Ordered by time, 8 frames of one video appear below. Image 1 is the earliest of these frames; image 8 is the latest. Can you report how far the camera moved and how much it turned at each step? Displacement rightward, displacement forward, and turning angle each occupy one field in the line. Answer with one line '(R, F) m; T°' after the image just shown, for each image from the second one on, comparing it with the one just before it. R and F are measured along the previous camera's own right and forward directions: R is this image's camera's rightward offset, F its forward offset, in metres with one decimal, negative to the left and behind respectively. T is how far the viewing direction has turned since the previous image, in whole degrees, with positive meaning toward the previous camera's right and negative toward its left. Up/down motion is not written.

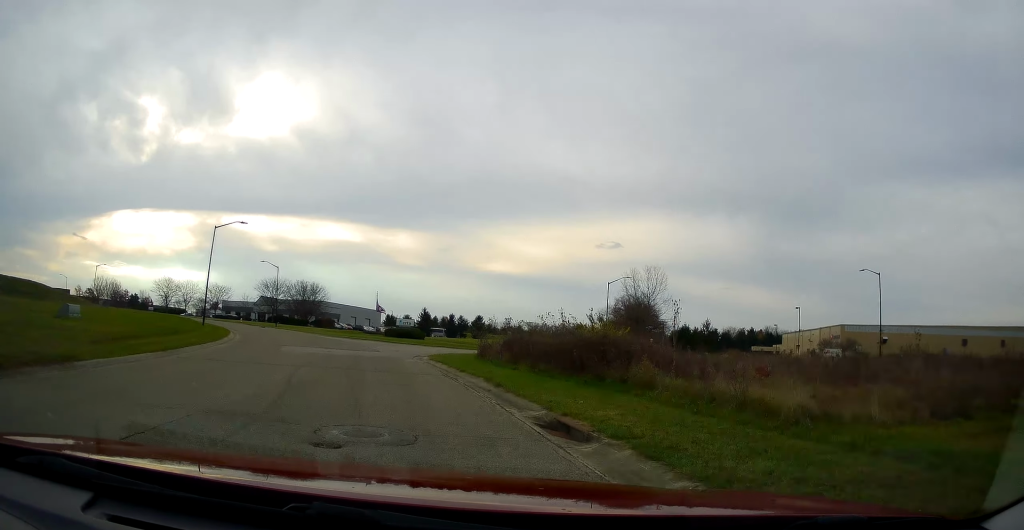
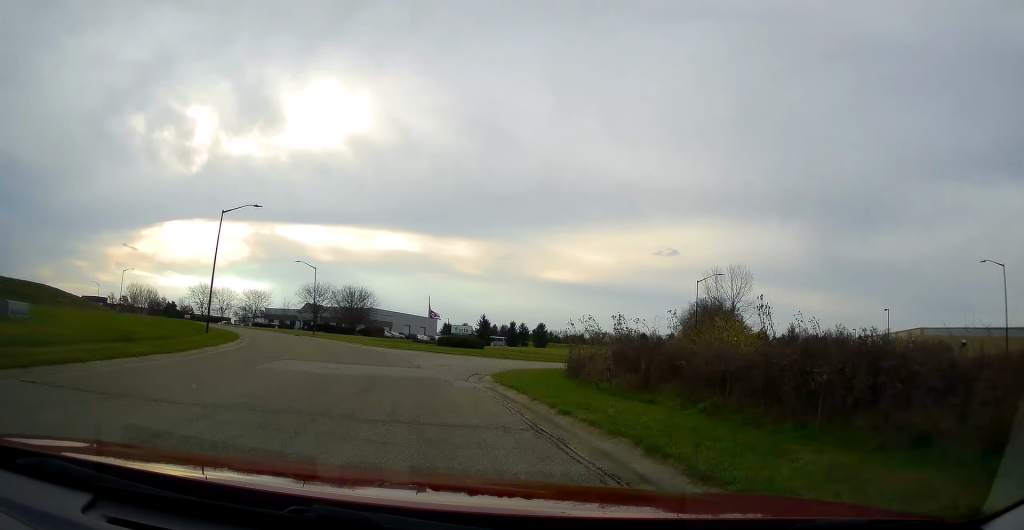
(-0.9, +10.2) m; -6°
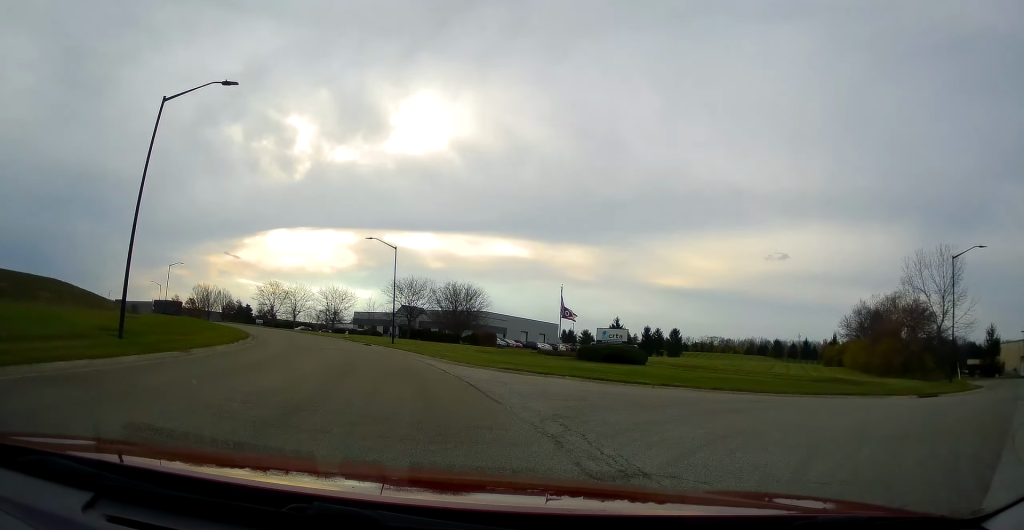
(-2.2, +22.8) m; -10°
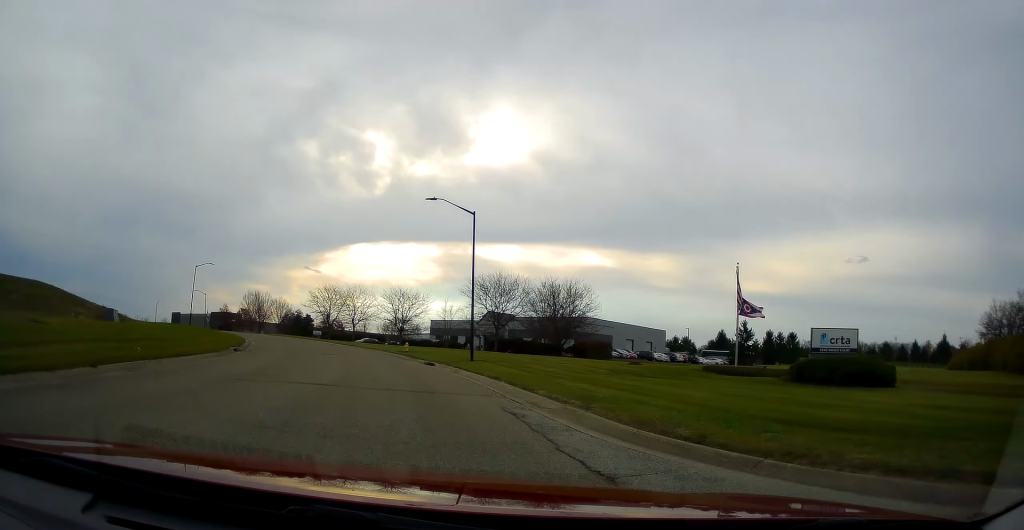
(-1.2, +19.7) m; -9°
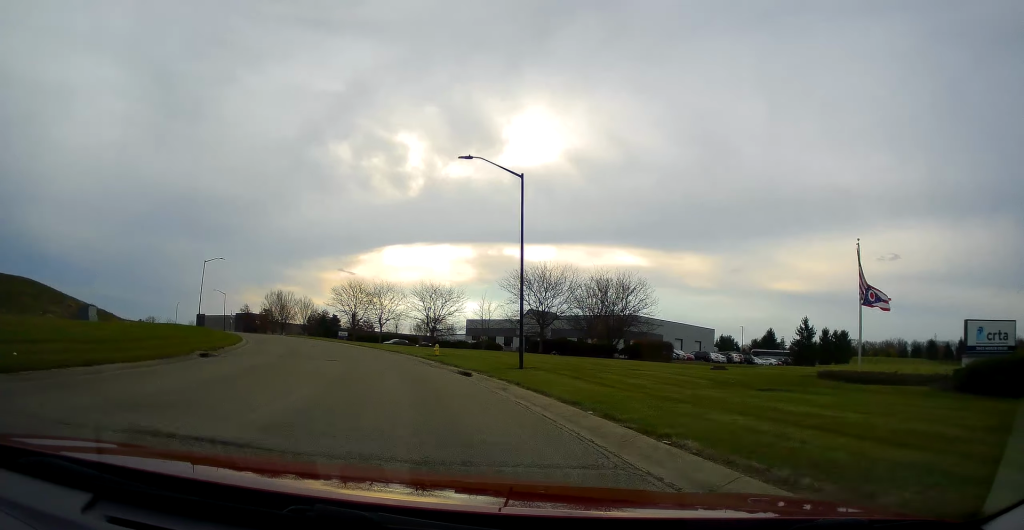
(-0.5, +8.3) m; -5°
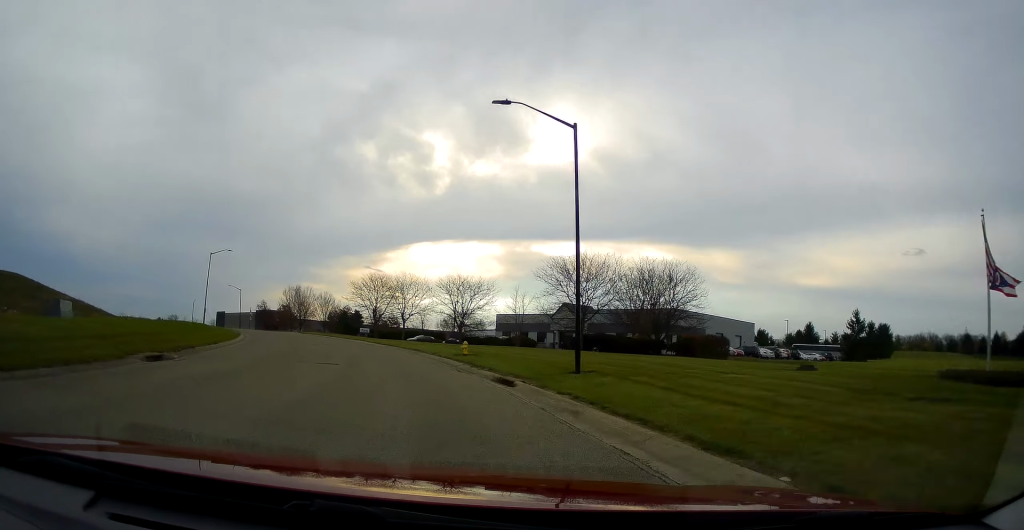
(-0.1, +6.5) m; -4°
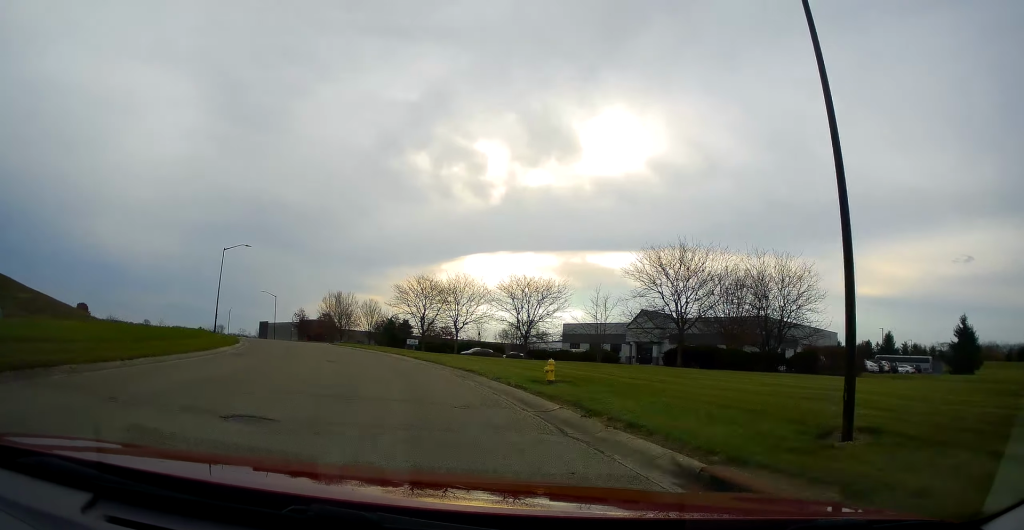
(-0.7, +12.2) m; -3°
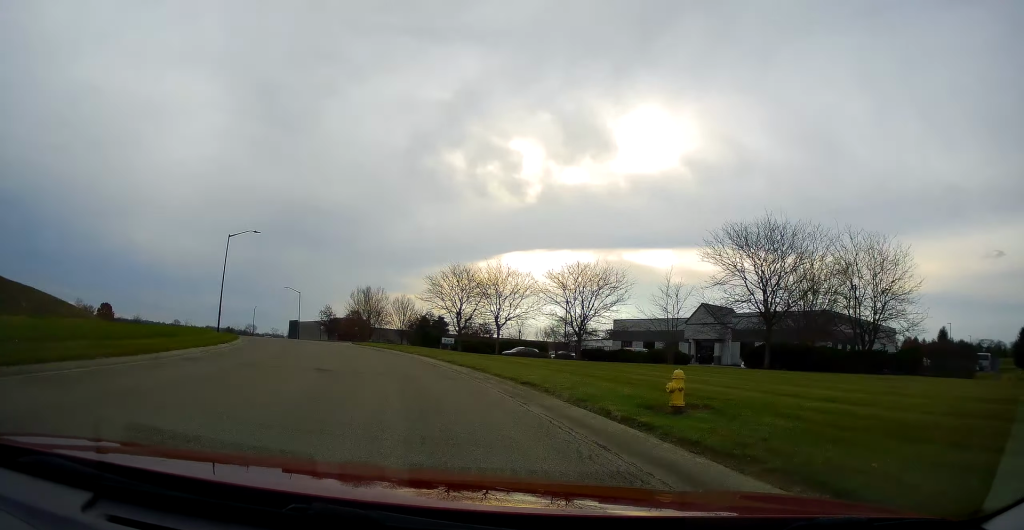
(-0.1, +8.2) m; -3°
